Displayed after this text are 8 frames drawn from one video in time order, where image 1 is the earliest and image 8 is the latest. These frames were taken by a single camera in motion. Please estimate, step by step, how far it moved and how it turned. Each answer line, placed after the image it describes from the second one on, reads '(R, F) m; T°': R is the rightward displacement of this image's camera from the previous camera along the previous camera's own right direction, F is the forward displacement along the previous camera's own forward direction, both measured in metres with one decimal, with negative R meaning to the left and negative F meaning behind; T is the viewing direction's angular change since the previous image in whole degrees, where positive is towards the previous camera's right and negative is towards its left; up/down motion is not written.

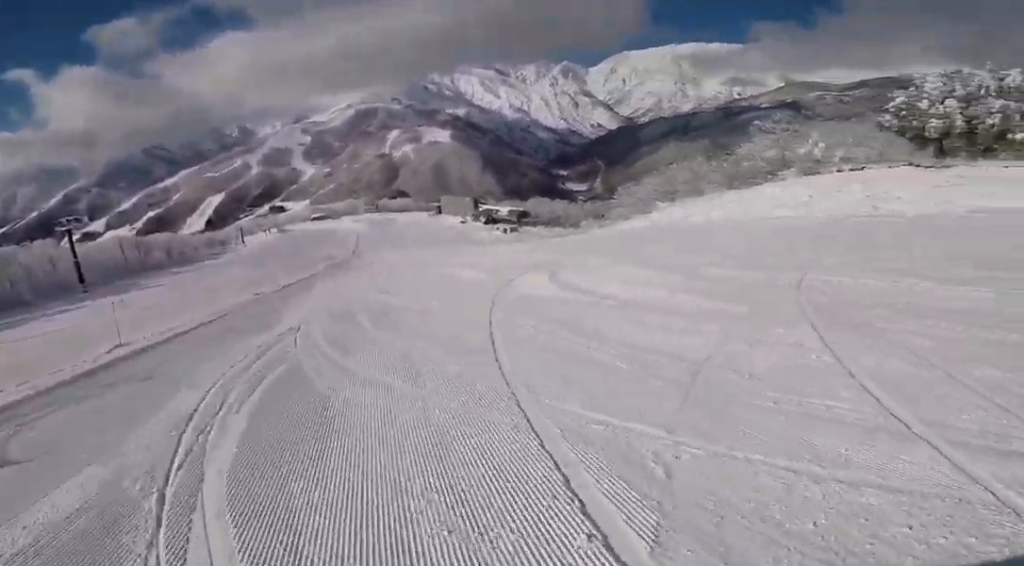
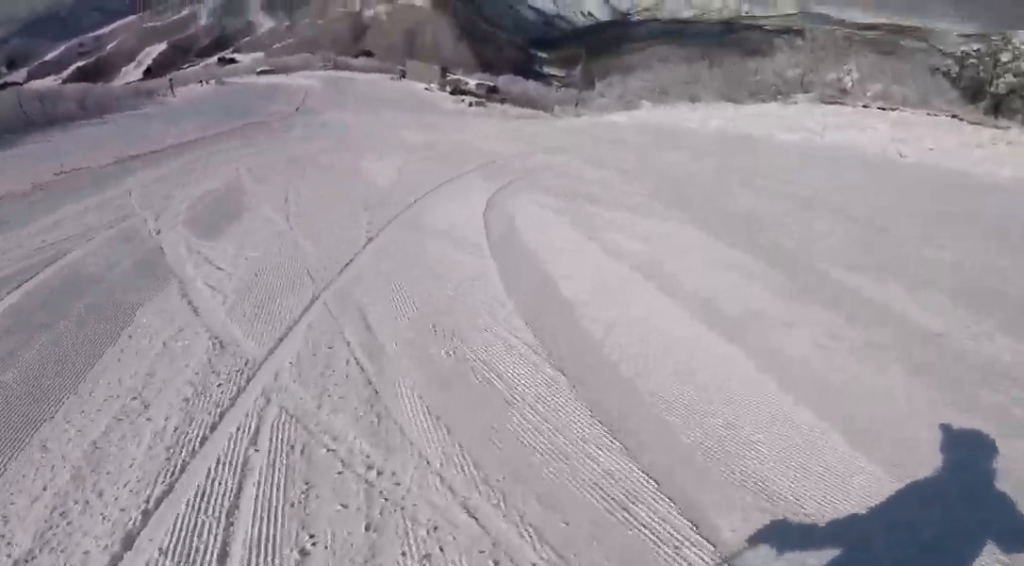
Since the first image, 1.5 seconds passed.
(+0.7, +5.4) m; -1°
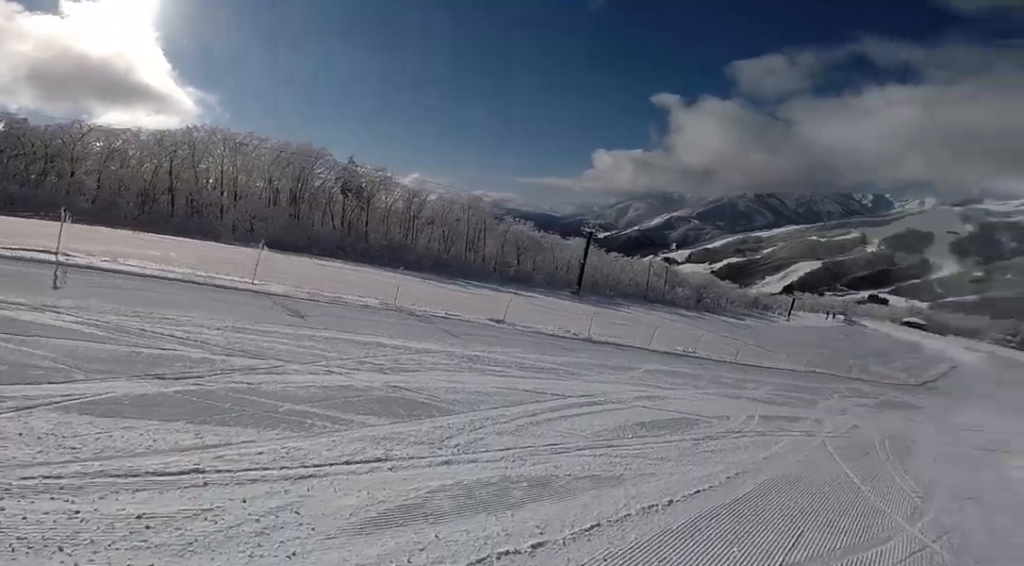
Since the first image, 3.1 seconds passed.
(-2.6, +6.6) m; -23°
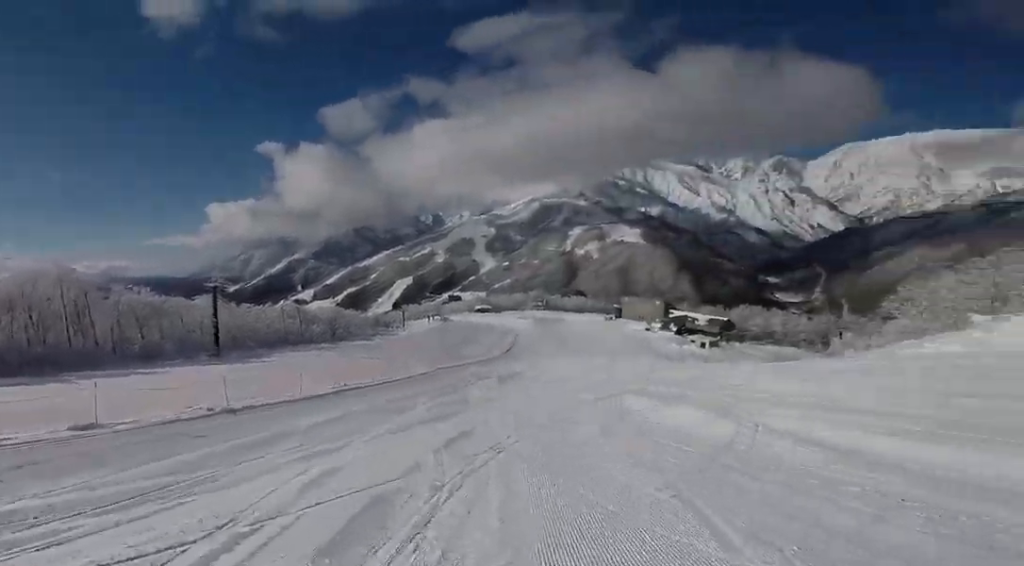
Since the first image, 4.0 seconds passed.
(0.0, +3.9) m; +6°
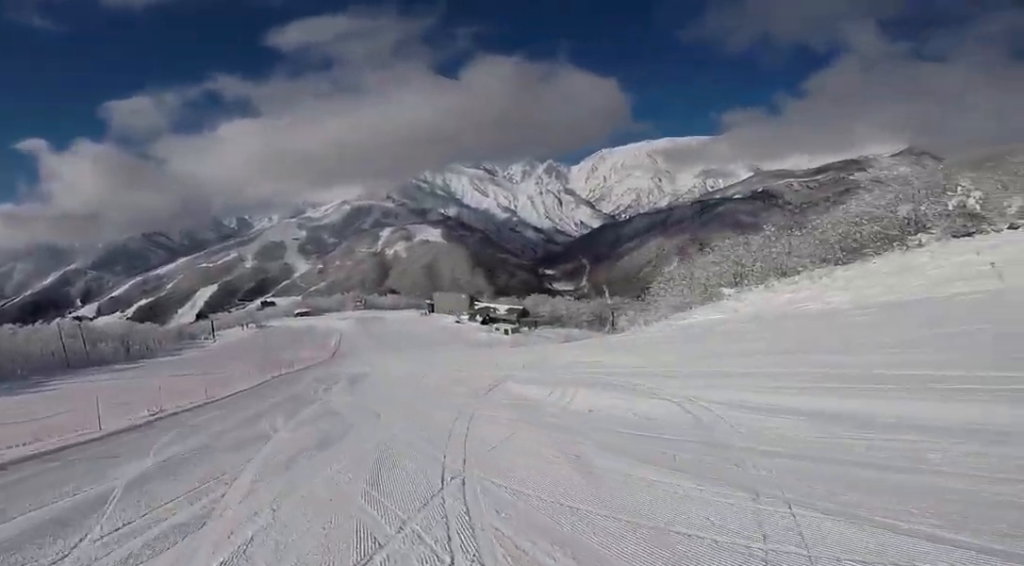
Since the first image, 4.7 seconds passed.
(+0.2, +3.5) m; +9°
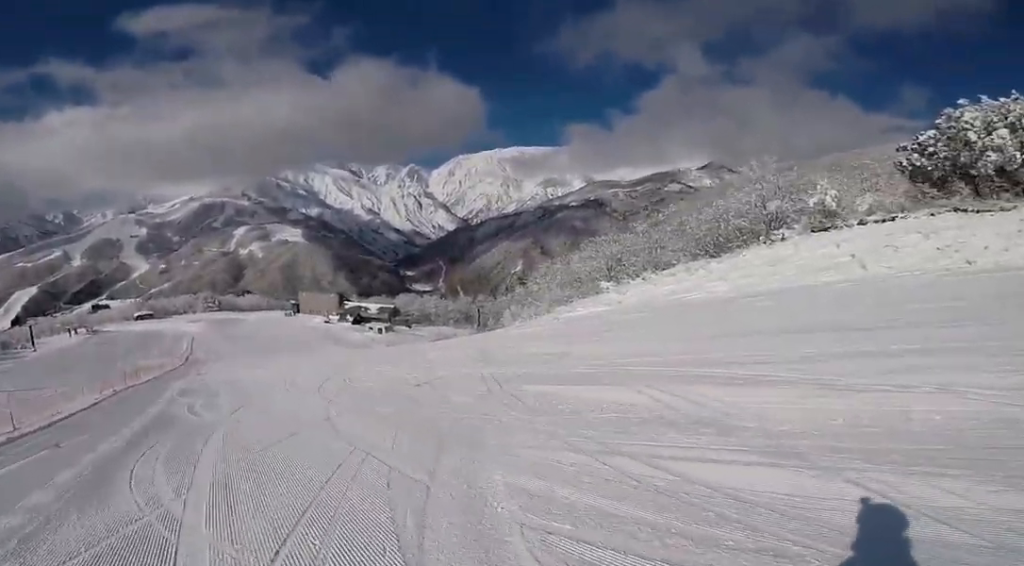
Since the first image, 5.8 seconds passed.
(+0.8, +5.7) m; +16°
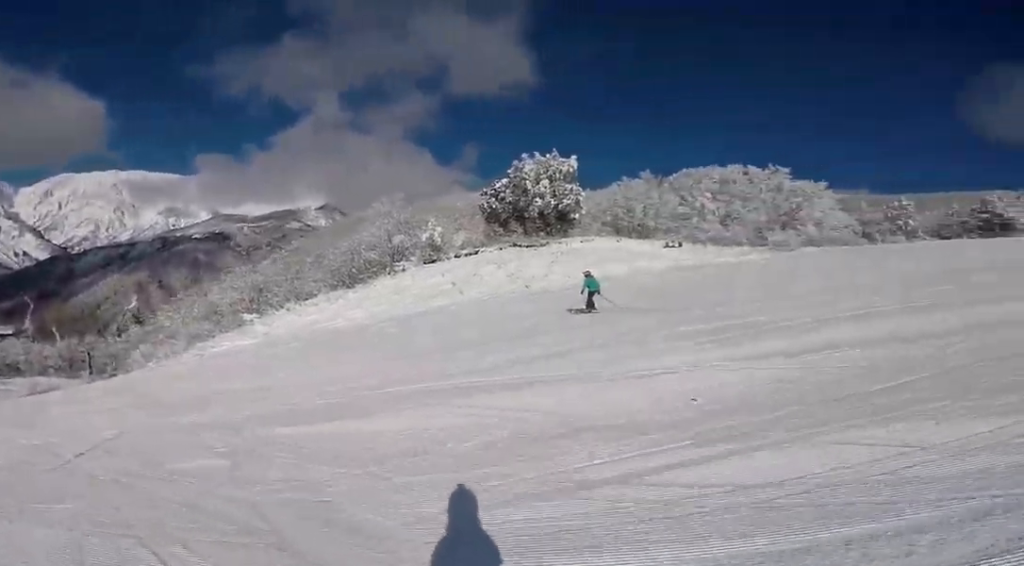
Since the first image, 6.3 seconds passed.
(+0.5, +3.2) m; +3°
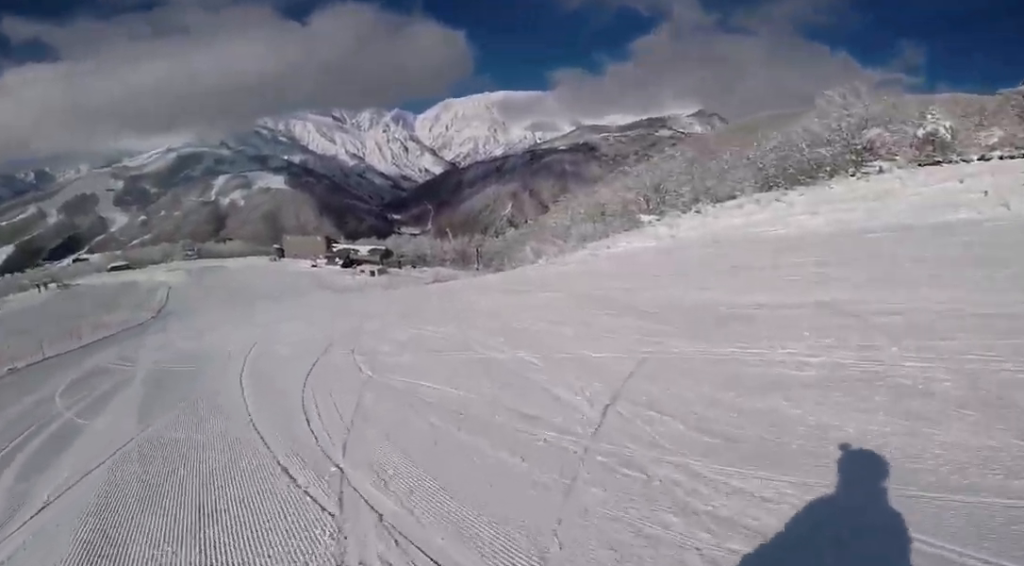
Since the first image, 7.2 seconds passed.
(-0.1, +5.2) m; -19°
